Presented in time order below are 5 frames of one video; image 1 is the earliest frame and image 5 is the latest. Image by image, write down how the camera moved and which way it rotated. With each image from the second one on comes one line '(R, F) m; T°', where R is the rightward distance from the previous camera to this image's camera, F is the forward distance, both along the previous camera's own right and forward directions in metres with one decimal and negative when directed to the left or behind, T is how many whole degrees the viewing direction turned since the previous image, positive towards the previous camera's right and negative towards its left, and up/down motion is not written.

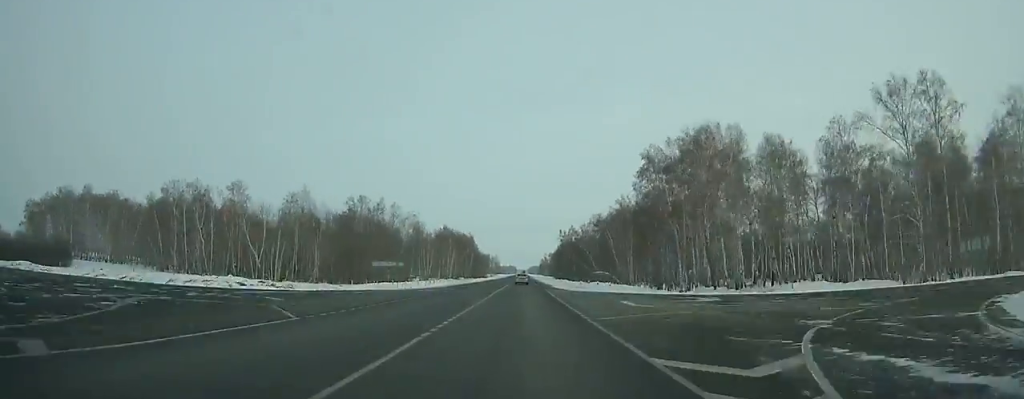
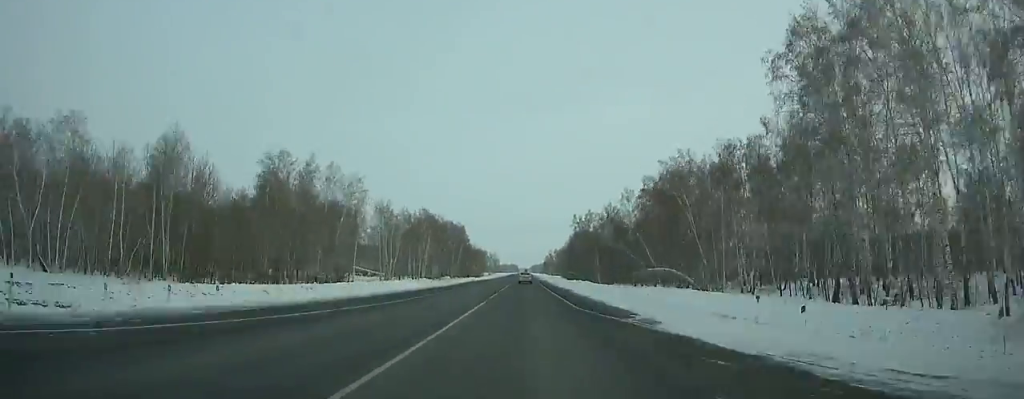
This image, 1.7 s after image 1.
(-0.1, +51.2) m; 0°
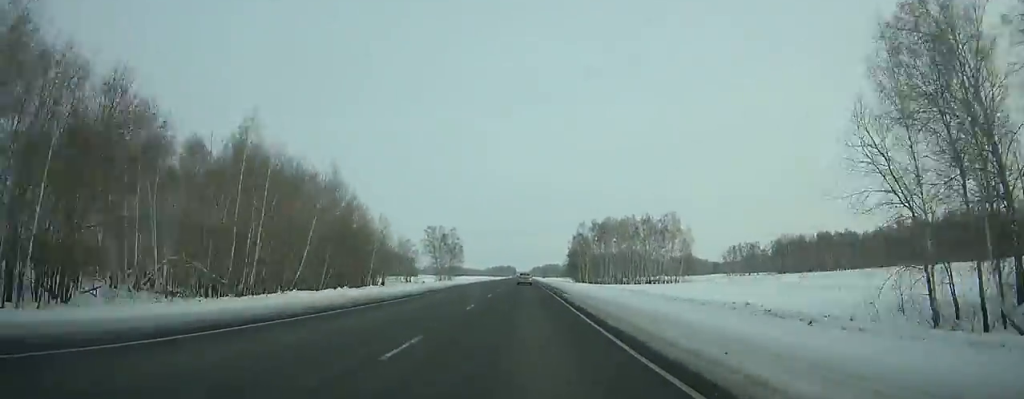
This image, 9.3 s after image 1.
(+0.1, +228.2) m; 0°
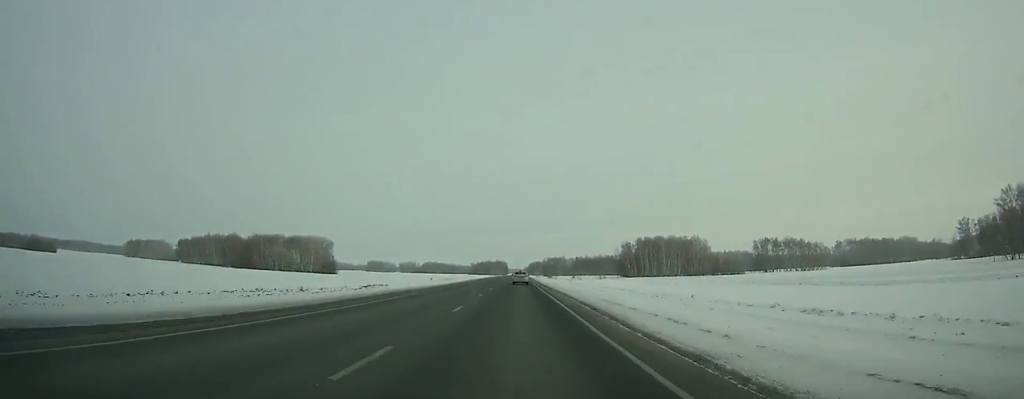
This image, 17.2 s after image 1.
(-0.8, +239.9) m; 0°
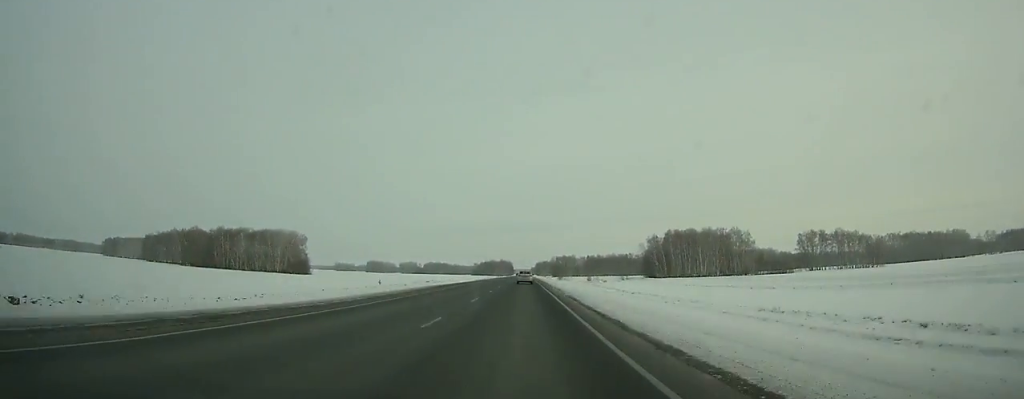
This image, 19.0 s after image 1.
(0.0, +54.7) m; 0°
